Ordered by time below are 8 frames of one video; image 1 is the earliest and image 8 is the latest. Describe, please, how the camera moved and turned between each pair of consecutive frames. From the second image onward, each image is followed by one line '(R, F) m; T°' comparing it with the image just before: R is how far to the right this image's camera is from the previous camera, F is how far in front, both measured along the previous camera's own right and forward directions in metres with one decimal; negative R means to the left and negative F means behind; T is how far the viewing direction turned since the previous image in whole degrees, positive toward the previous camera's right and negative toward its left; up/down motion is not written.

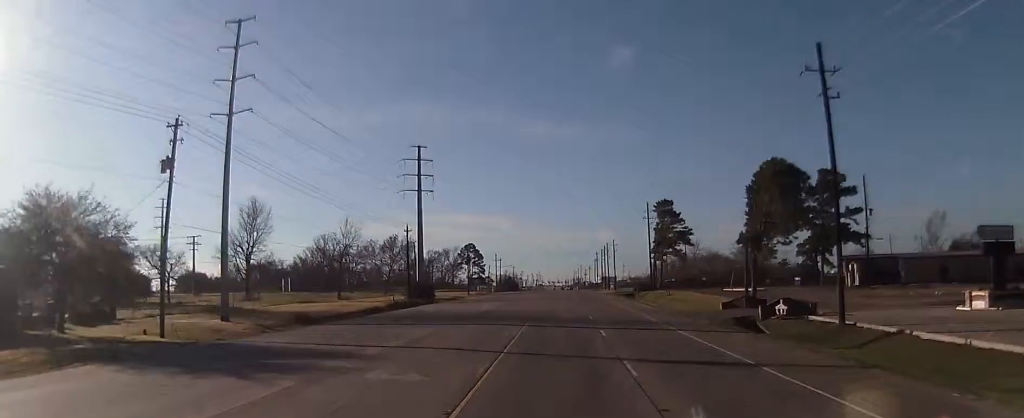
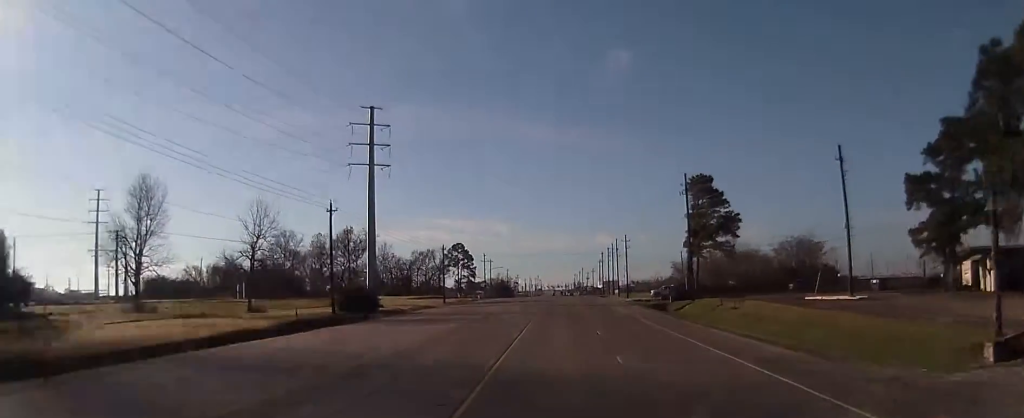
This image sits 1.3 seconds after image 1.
(-0.5, +34.4) m; 0°
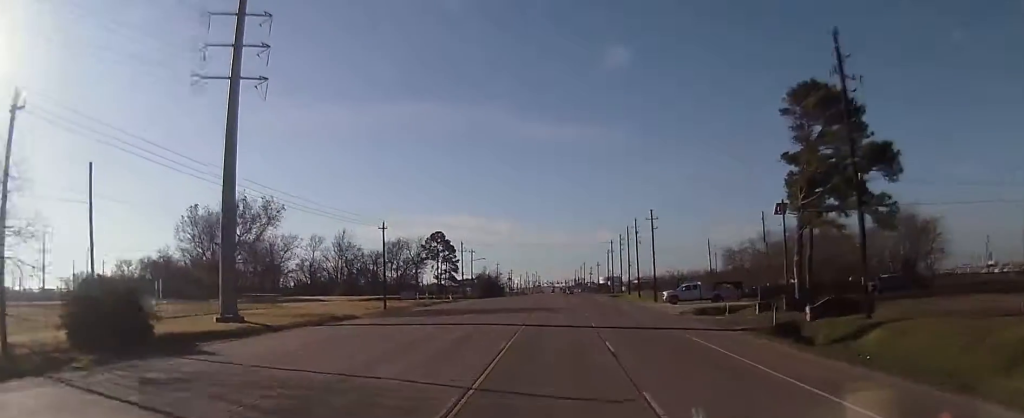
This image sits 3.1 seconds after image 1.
(+0.2, +44.4) m; 0°
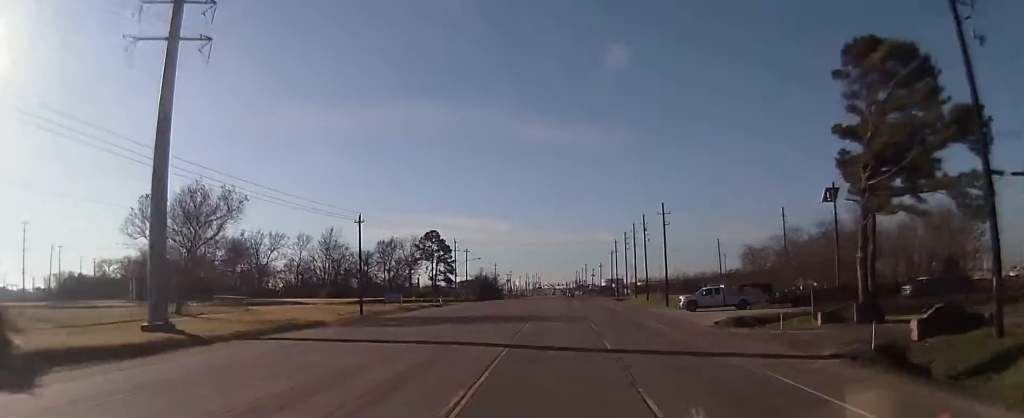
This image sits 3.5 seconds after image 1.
(0.0, +10.9) m; 0°
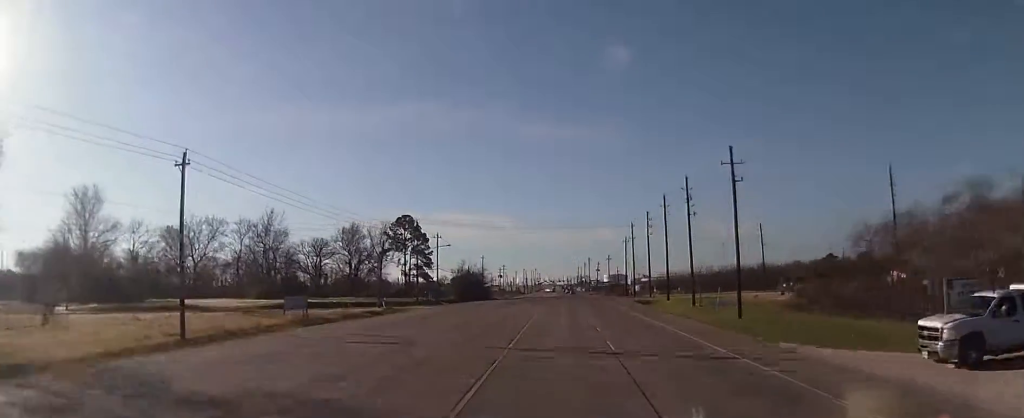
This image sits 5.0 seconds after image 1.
(-0.1, +38.5) m; -1°
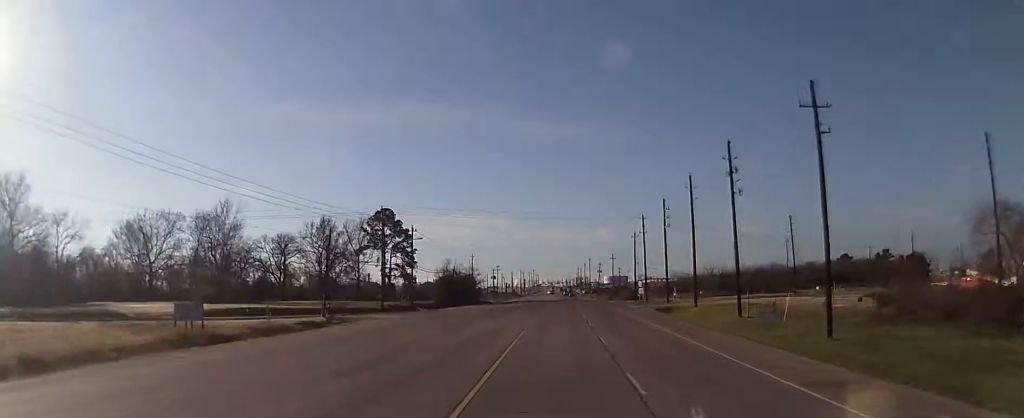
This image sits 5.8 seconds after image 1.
(-0.1, +20.0) m; 0°
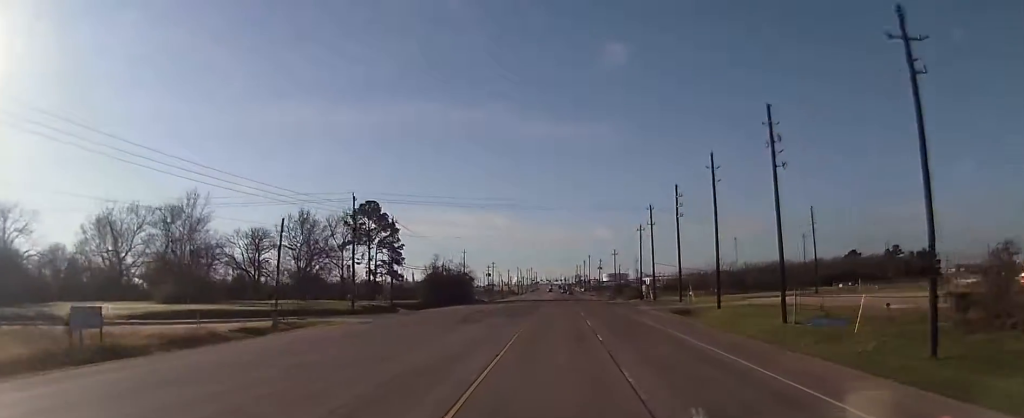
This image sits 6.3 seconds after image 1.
(-0.1, +11.6) m; +1°
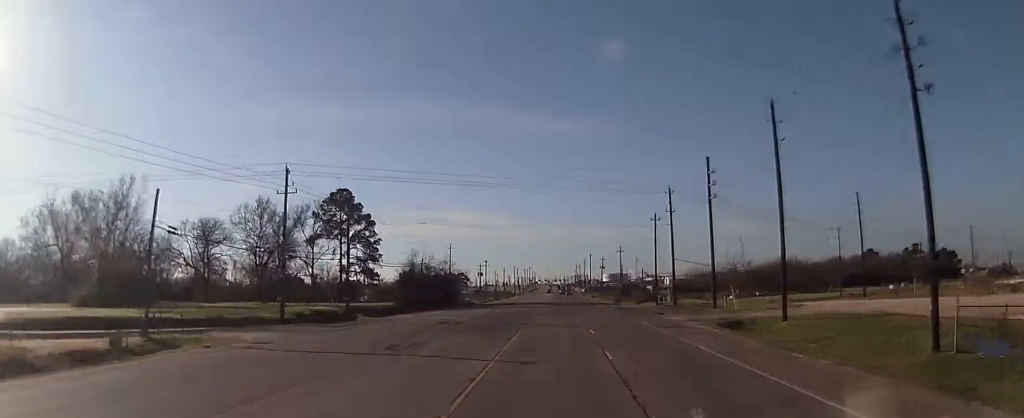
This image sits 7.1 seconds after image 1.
(+0.4, +18.8) m; 0°
